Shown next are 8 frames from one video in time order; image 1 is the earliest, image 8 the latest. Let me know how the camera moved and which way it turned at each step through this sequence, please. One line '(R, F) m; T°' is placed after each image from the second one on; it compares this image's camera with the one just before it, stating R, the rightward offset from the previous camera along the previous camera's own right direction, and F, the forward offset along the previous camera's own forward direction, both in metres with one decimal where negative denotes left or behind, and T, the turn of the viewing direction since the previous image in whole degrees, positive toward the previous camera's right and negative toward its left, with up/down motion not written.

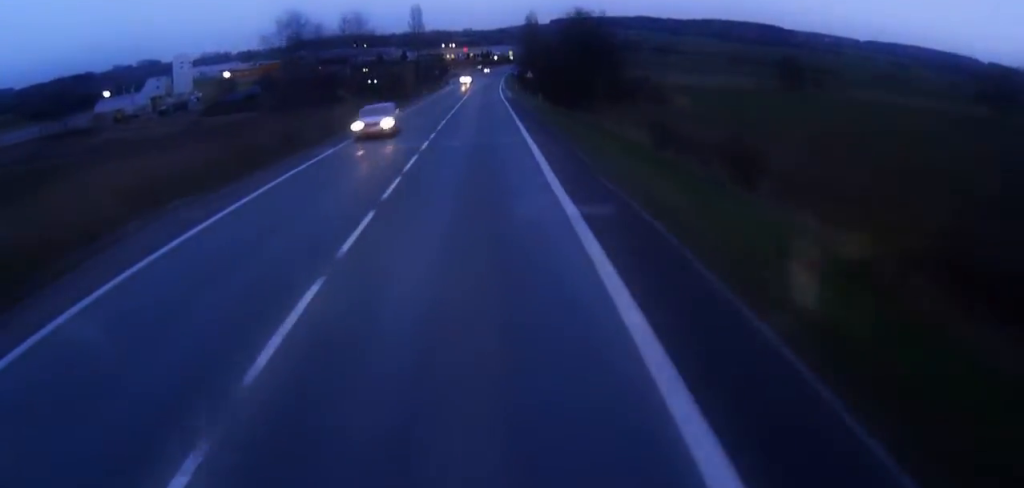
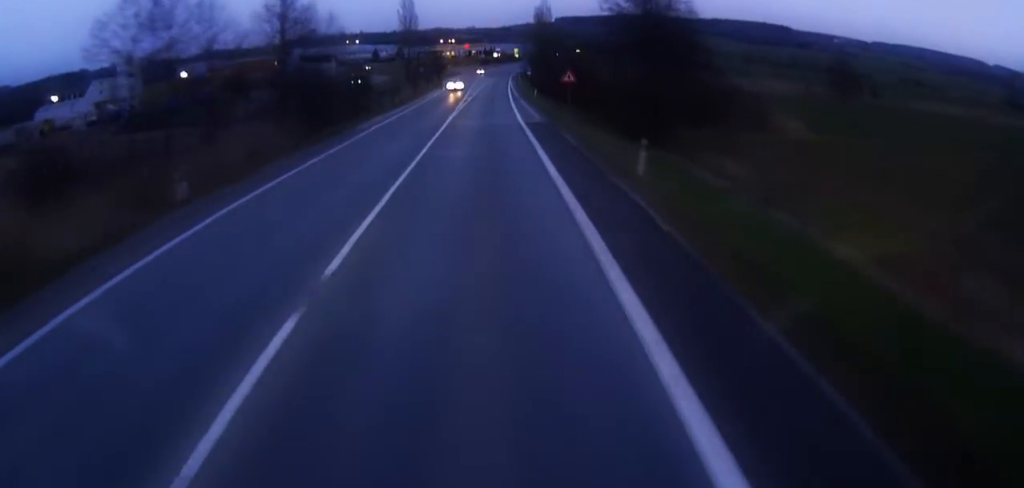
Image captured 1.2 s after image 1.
(0.0, +33.6) m; -1°
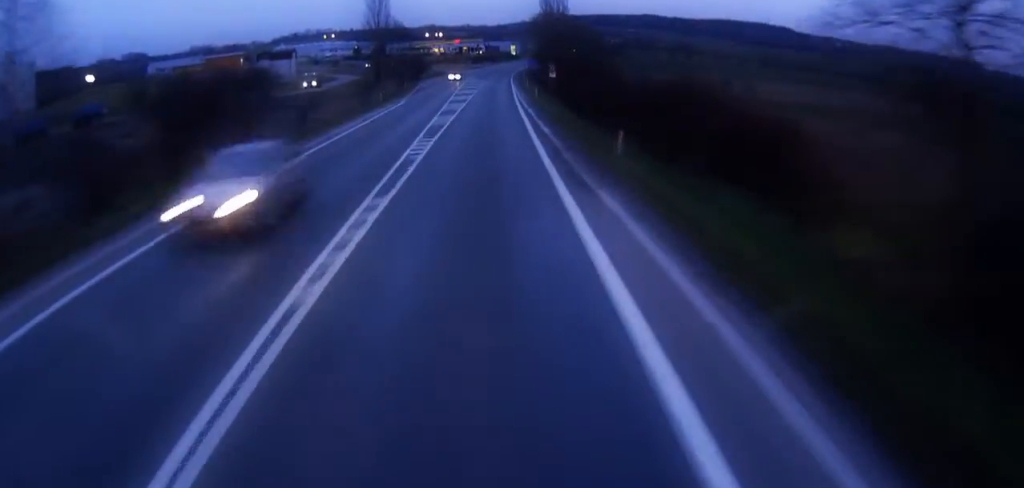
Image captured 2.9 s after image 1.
(-0.4, +44.5) m; -1°
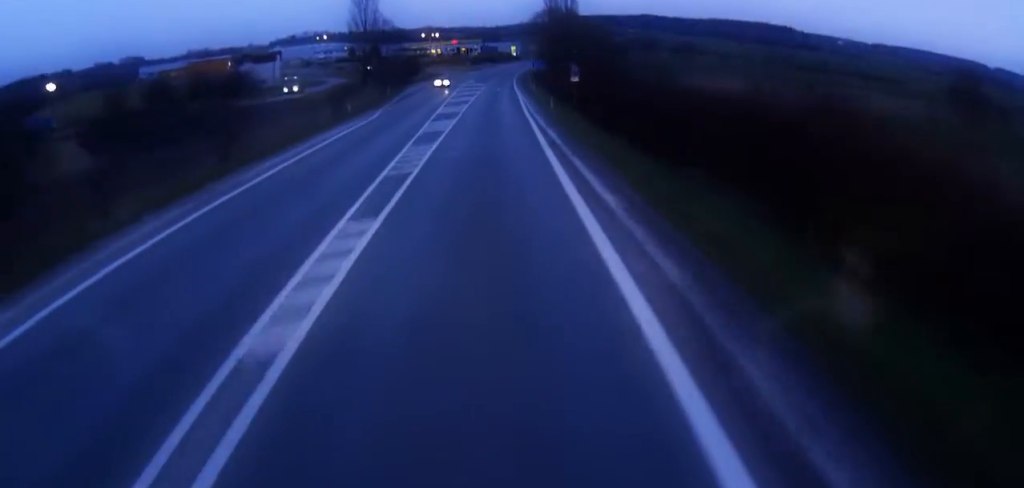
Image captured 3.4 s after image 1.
(0.0, +13.7) m; 0°
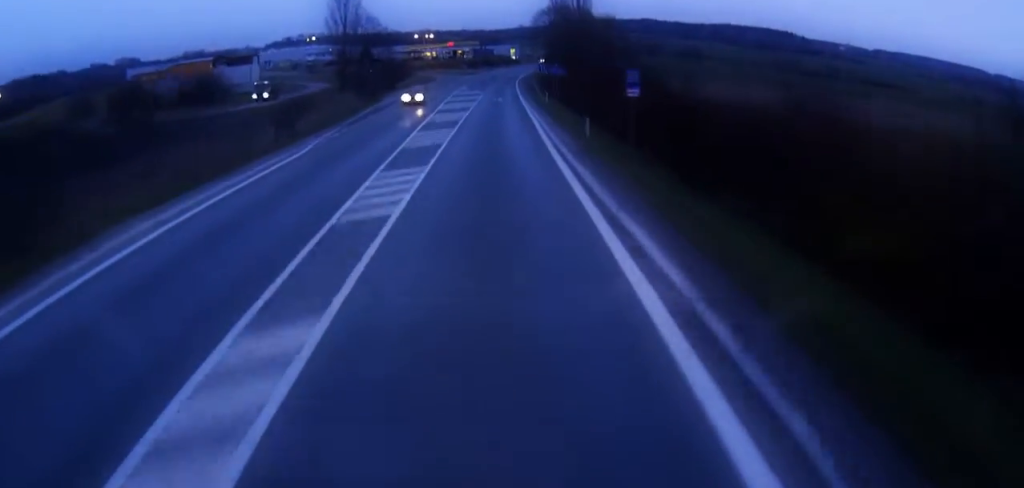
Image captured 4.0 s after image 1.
(-0.2, +17.4) m; 0°
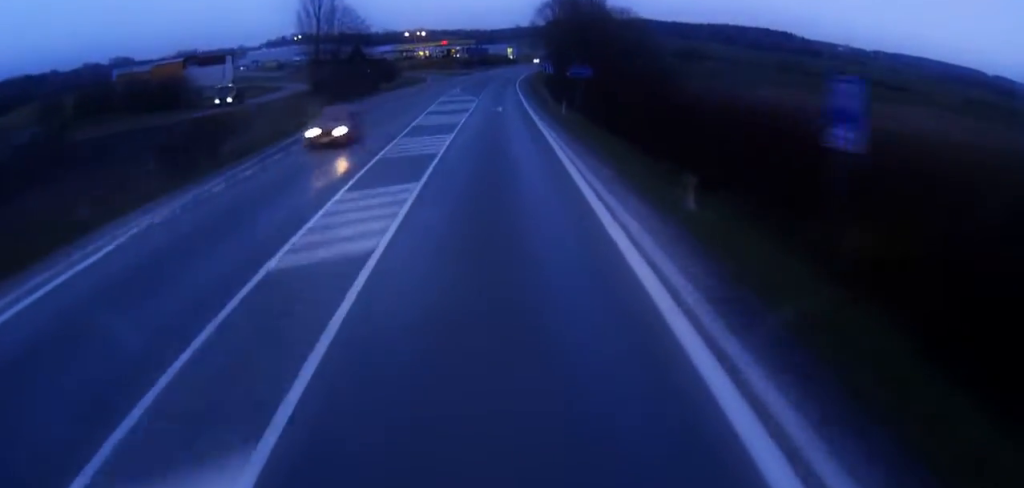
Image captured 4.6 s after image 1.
(+0.1, +15.5) m; 0°
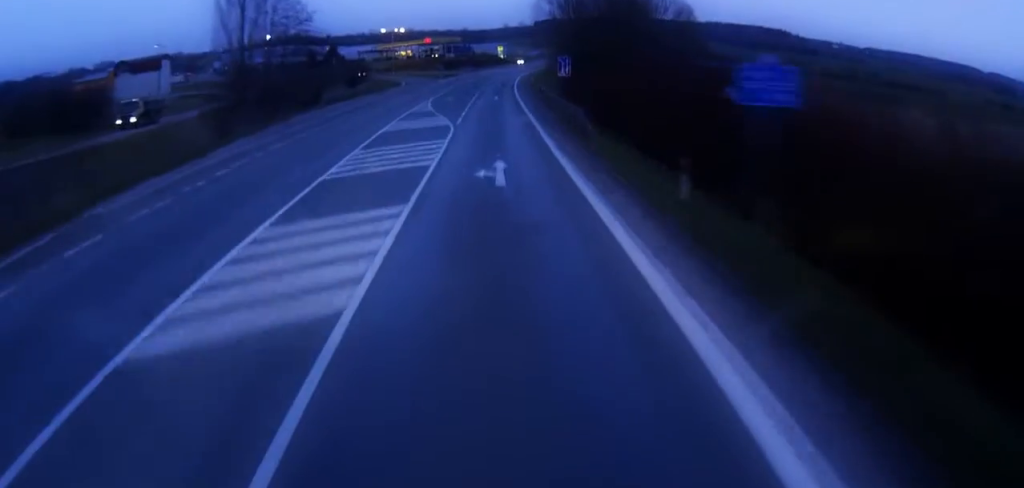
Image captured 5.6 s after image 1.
(+0.1, +27.3) m; 0°
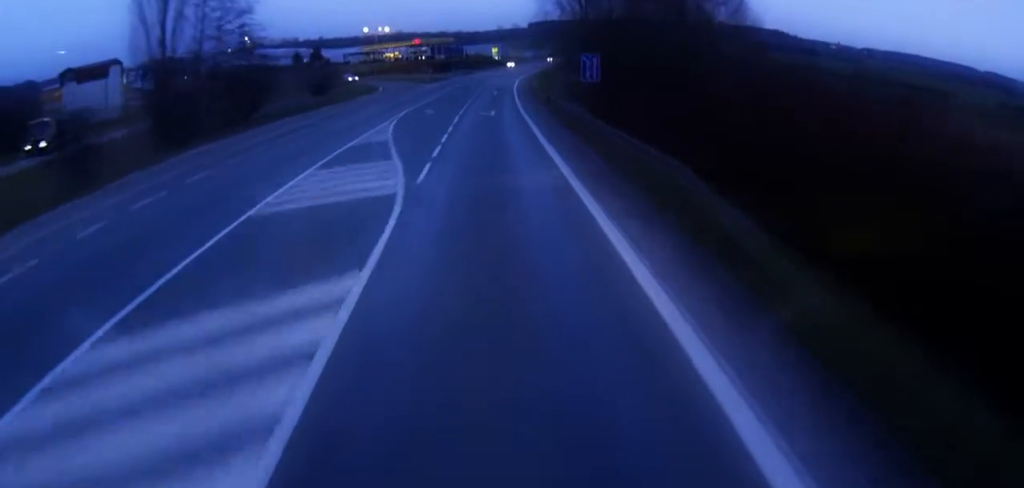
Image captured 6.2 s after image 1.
(-0.1, +17.2) m; 0°
